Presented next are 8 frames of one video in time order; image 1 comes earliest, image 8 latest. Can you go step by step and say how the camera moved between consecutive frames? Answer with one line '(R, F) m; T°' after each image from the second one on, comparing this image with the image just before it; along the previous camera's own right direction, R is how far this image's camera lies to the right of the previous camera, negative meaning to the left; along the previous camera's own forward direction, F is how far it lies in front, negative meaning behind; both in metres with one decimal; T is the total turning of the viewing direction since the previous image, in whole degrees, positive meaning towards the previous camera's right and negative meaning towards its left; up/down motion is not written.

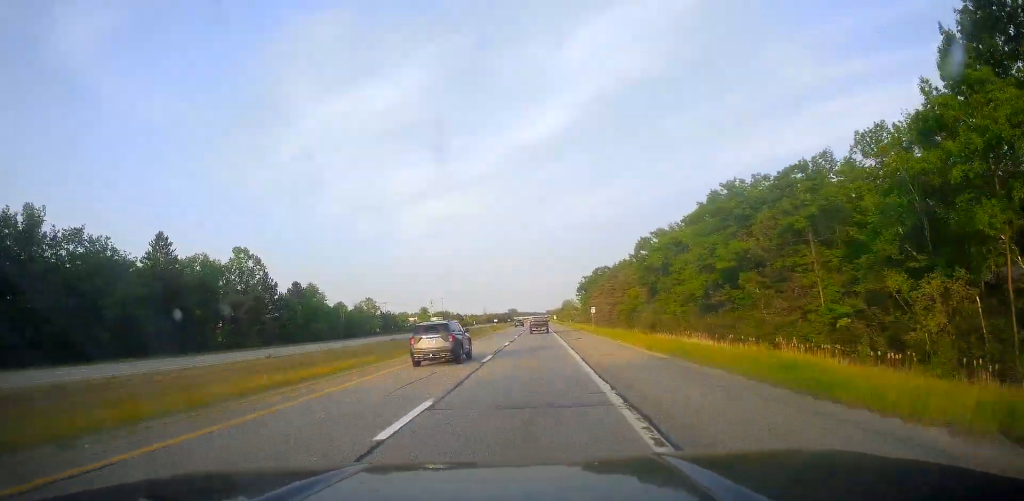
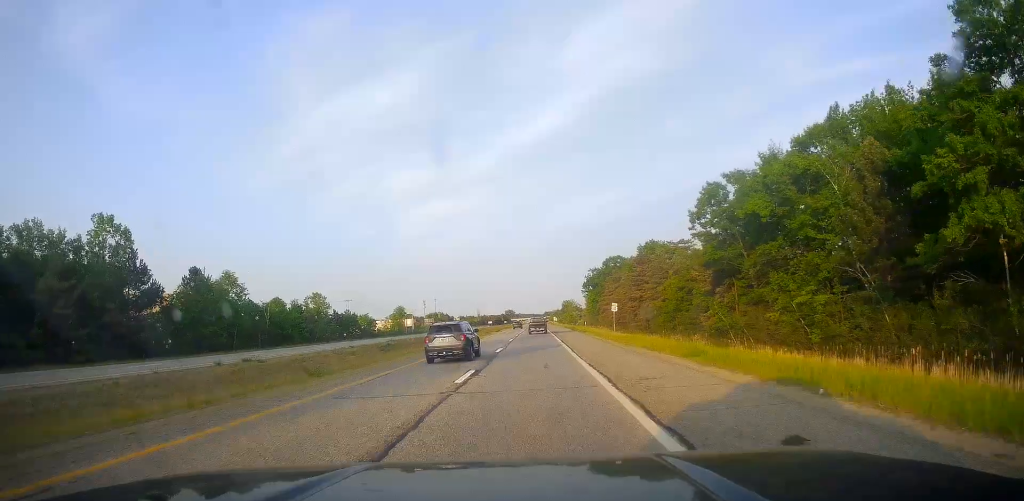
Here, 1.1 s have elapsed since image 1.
(+0.3, +38.2) m; 0°
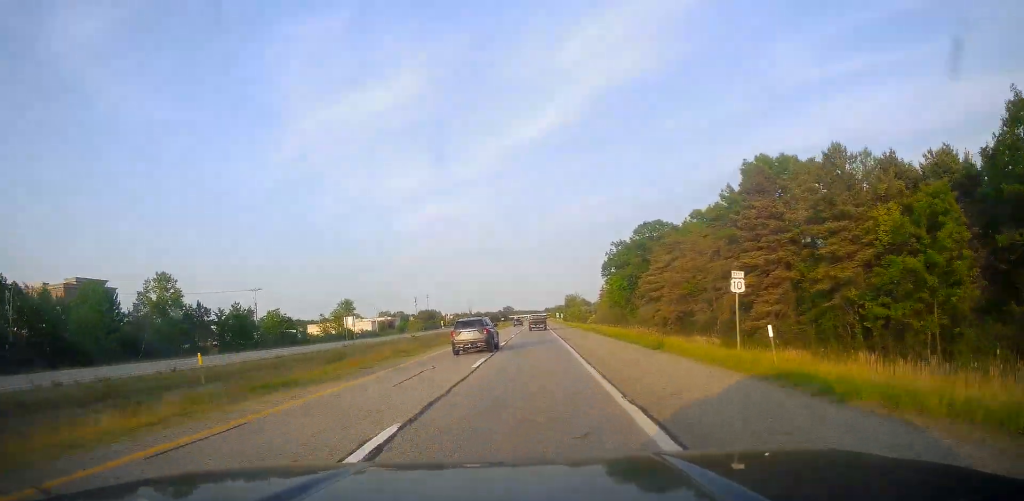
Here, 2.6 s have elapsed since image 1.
(-0.4, +56.0) m; -1°
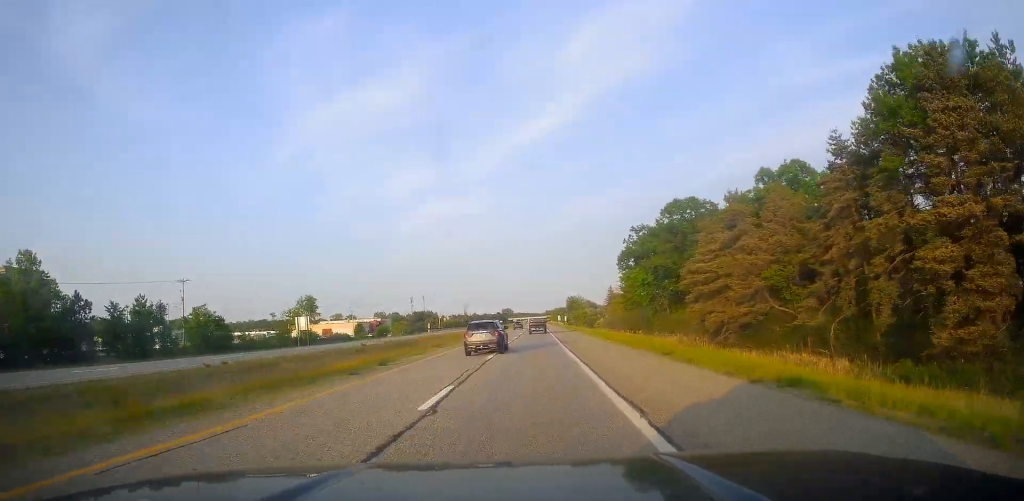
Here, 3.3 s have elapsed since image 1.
(-0.1, +25.1) m; +1°
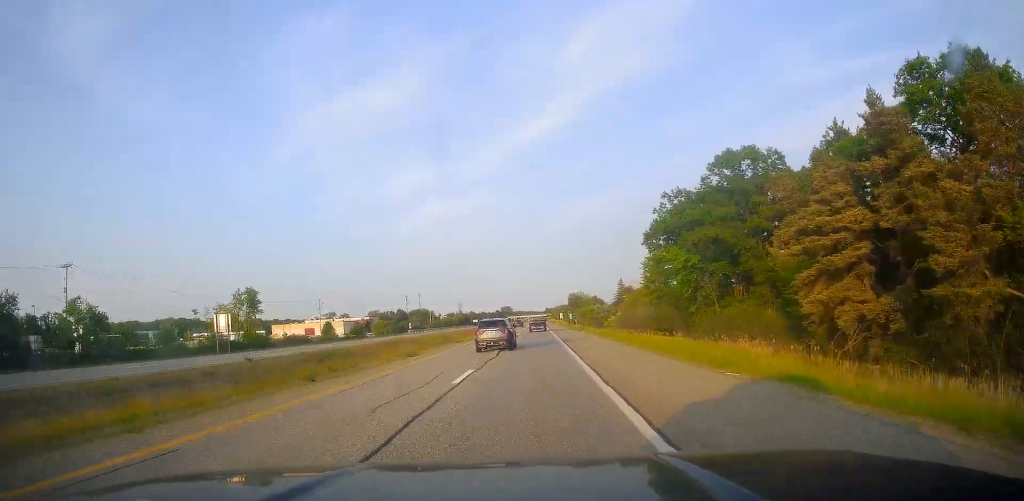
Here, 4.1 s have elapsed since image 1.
(+0.3, +26.4) m; 0°
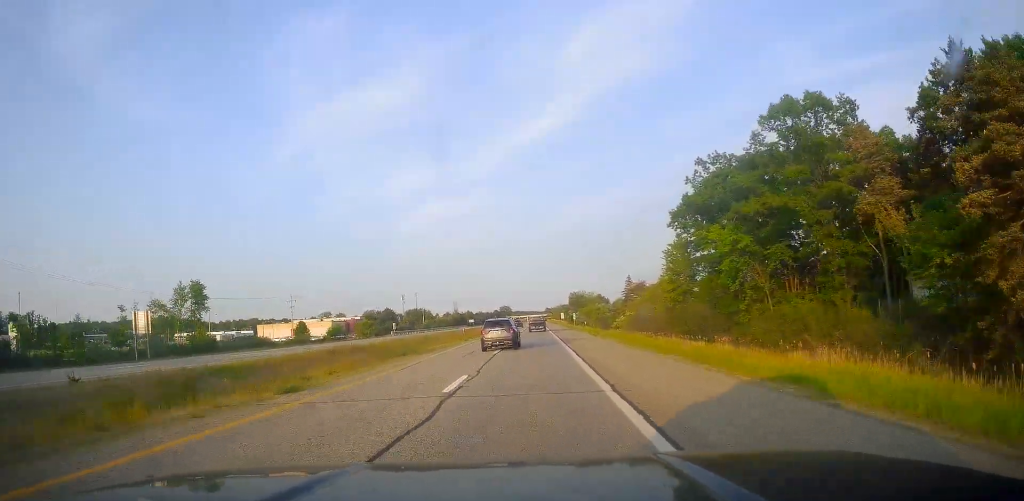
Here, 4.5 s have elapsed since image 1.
(+0.2, +16.8) m; 0°
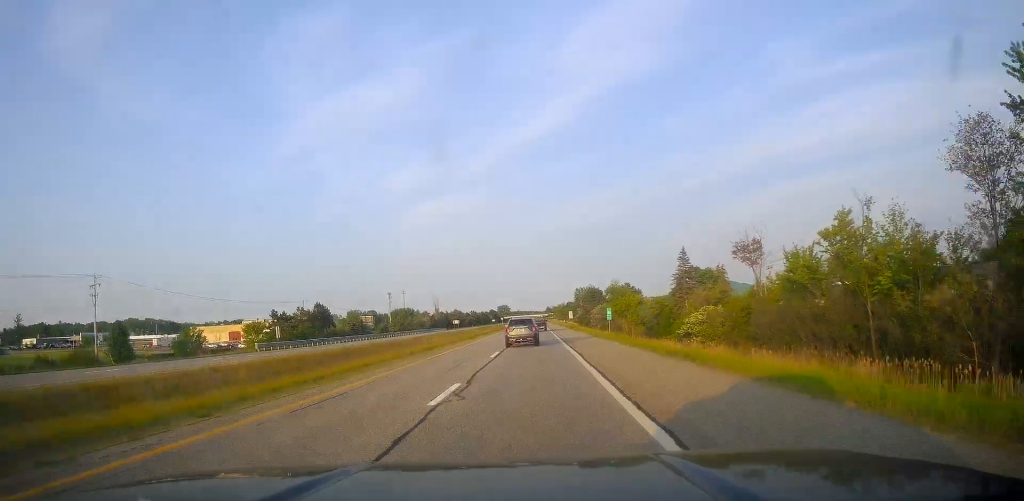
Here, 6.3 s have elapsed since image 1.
(-0.9, +63.4) m; -1°
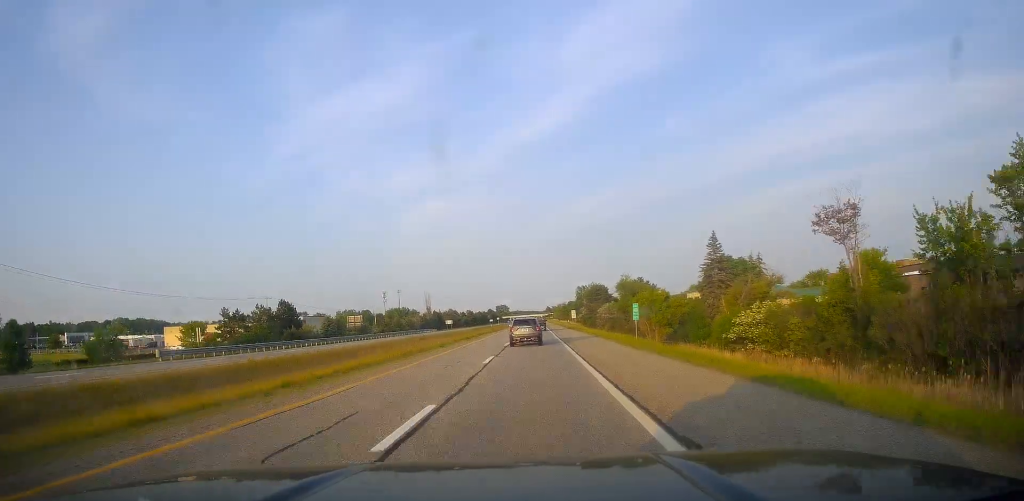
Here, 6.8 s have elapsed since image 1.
(0.0, +19.1) m; 0°
